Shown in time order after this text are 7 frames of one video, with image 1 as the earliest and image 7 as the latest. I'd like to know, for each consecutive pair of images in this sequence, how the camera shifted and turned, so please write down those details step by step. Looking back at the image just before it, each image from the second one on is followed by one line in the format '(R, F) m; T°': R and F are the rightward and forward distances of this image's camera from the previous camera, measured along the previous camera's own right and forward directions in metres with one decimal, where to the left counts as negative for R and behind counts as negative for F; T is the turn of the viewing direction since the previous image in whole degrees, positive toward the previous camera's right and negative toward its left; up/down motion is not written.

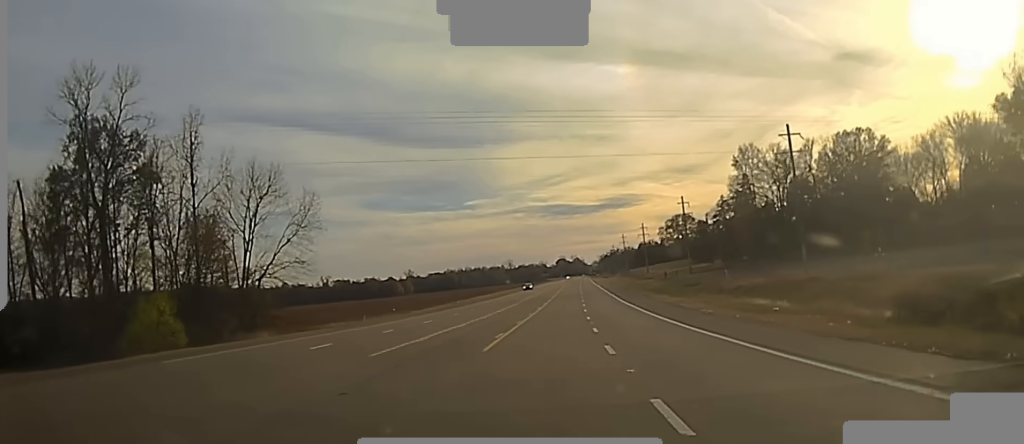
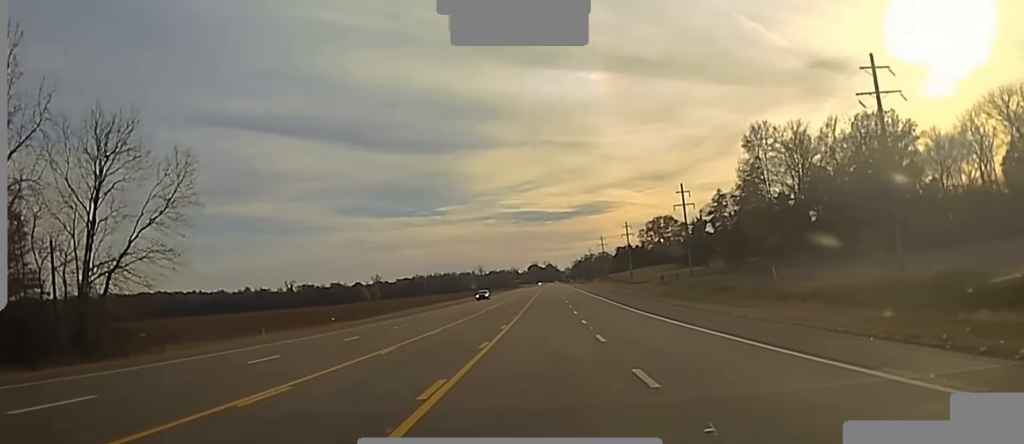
(0.0, +30.4) m; 0°
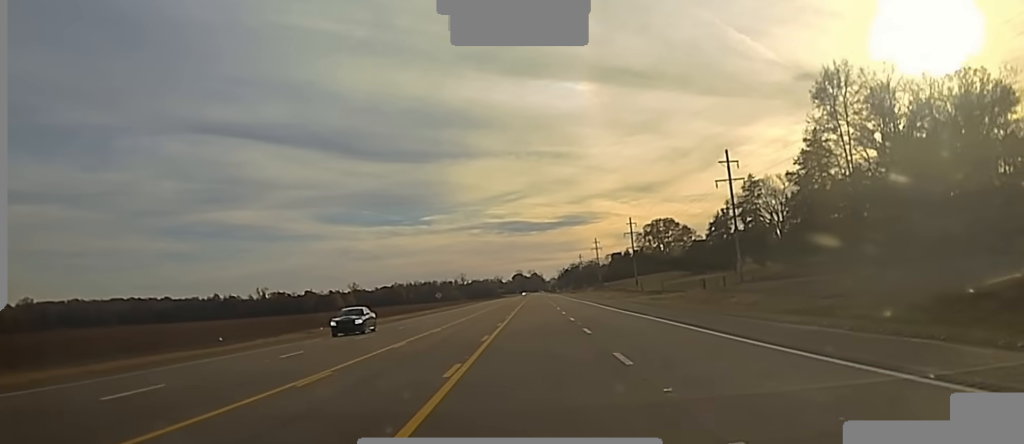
(0.0, +44.7) m; 0°
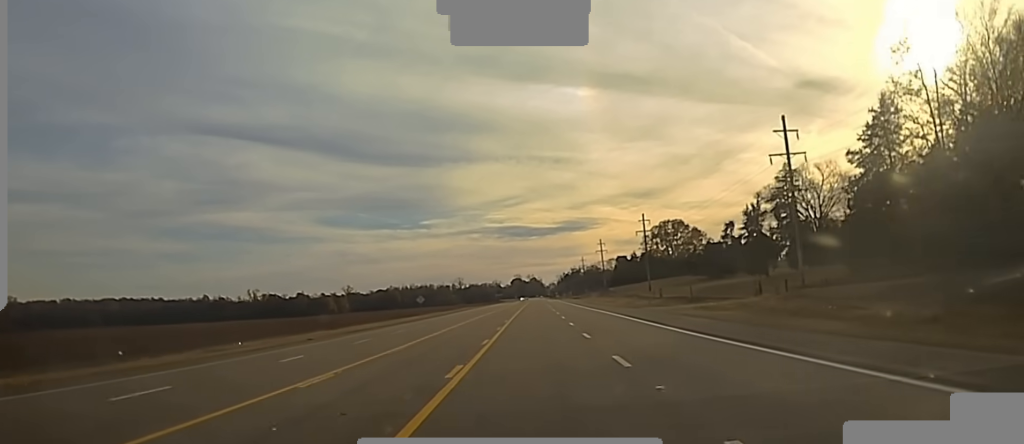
(+0.1, +23.0) m; +1°
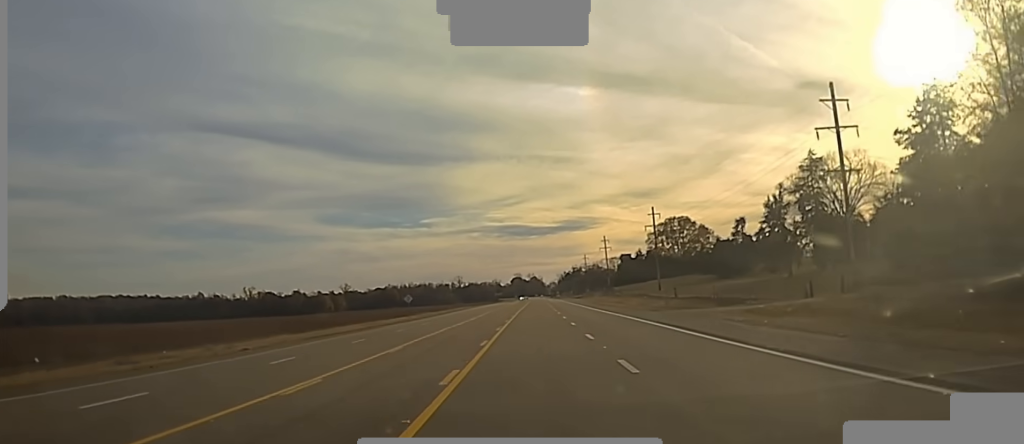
(+0.1, +13.4) m; 0°
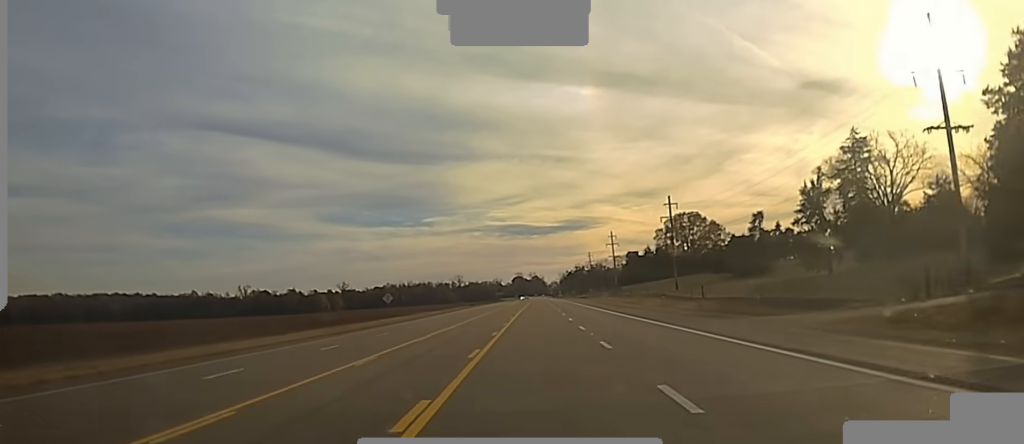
(0.0, +18.9) m; 0°
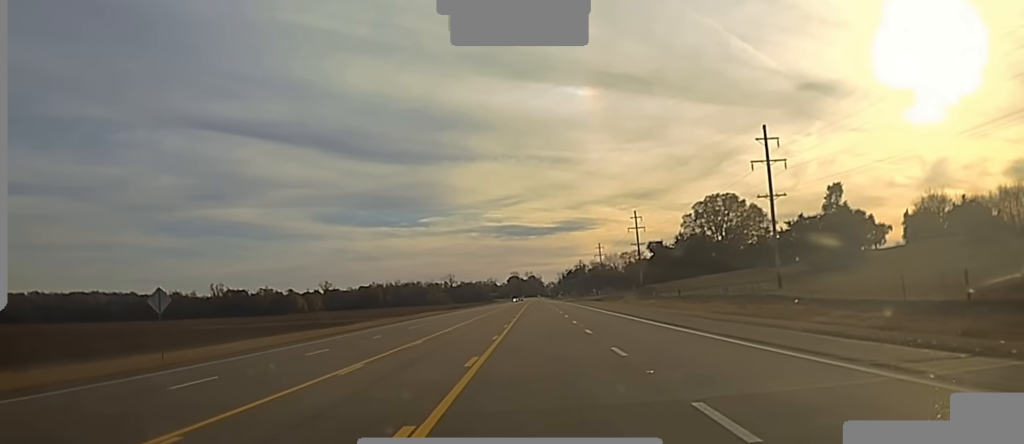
(+0.3, +63.6) m; +1°
